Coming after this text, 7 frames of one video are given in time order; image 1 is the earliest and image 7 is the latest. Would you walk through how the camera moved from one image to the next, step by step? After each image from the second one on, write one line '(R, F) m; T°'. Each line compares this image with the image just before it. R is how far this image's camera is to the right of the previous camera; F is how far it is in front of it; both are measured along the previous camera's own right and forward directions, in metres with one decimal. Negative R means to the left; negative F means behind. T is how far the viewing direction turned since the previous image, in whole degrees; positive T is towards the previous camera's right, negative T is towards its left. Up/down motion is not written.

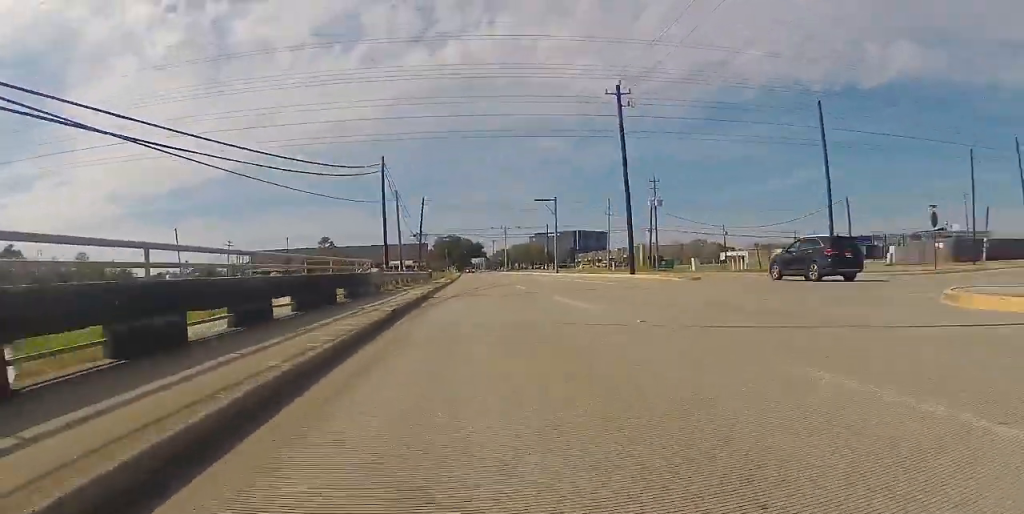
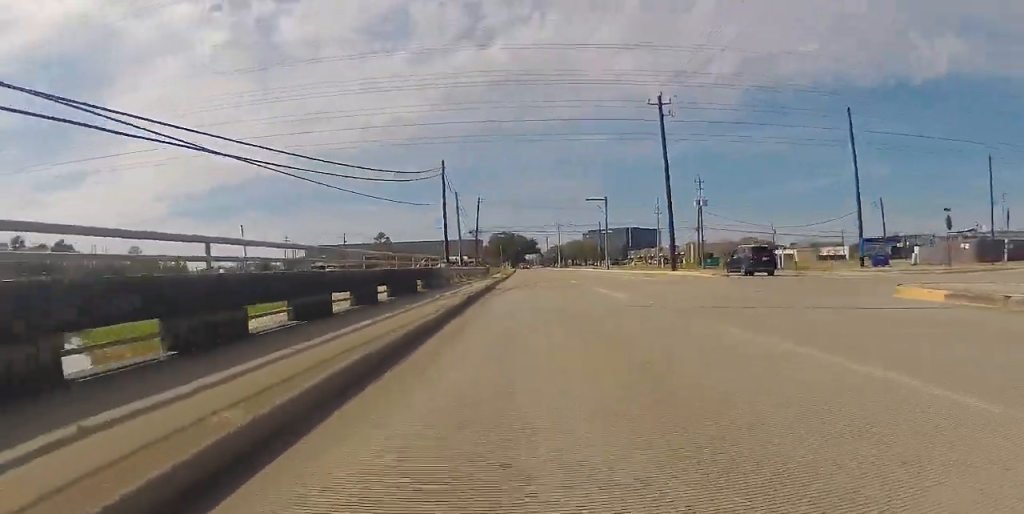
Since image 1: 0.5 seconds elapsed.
(+0.1, +3.2) m; 0°
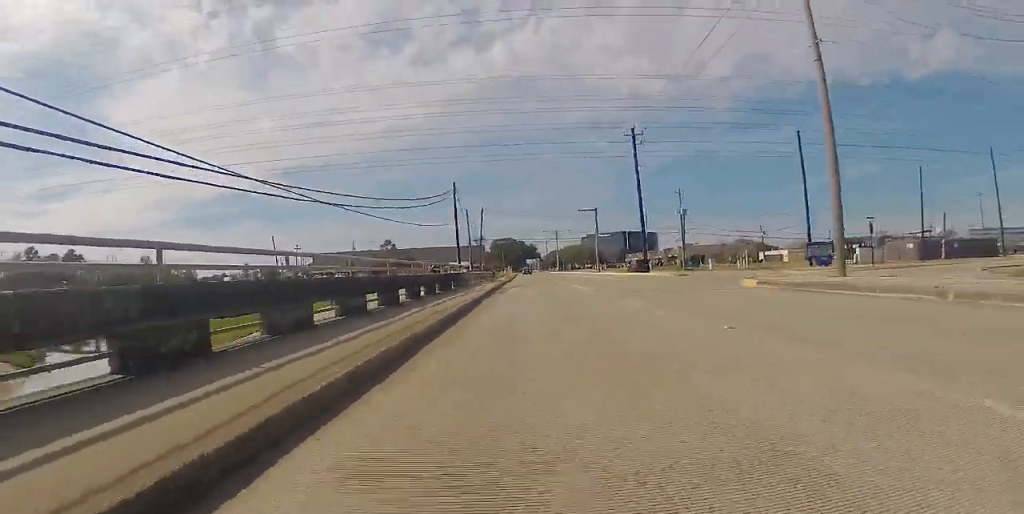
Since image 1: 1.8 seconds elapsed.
(-0.5, +8.3) m; -3°
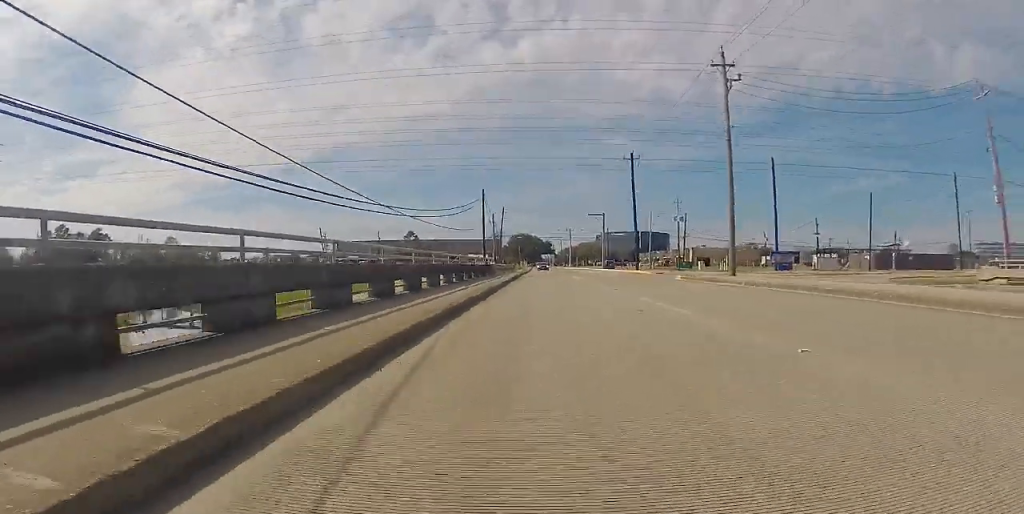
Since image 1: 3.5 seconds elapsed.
(+0.4, +10.2) m; 0°
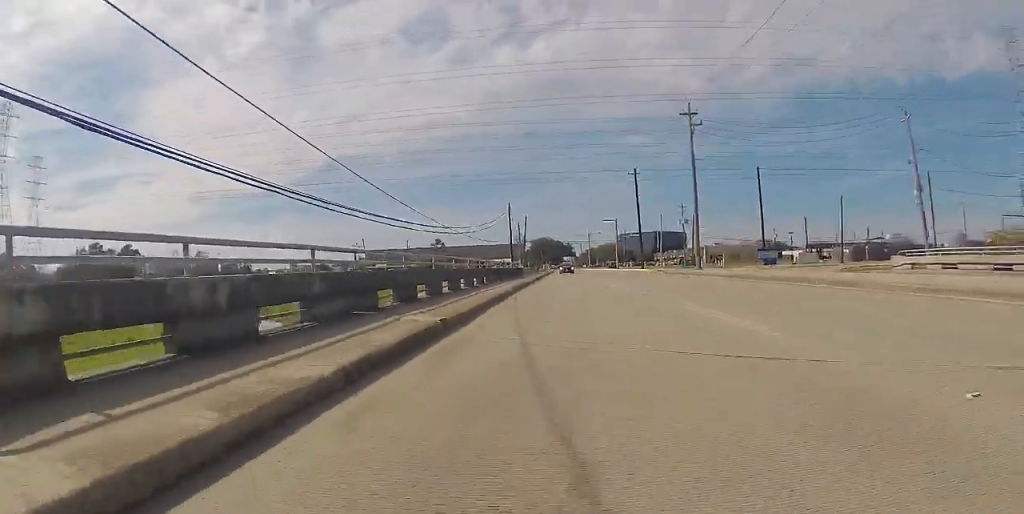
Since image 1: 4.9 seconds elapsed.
(-0.3, +9.7) m; +1°
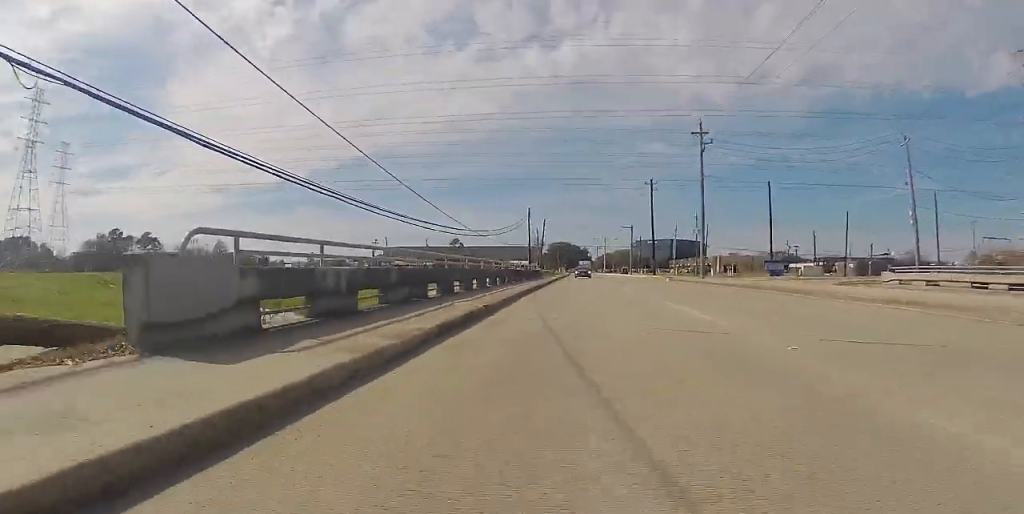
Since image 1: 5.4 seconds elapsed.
(+0.2, +2.9) m; +1°
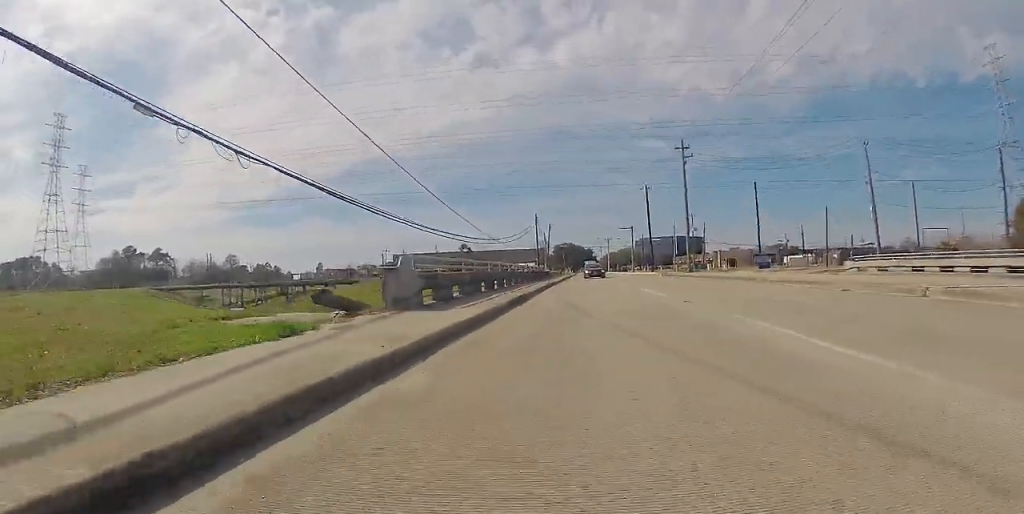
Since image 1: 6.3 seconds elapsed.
(-0.2, +6.6) m; -2°
